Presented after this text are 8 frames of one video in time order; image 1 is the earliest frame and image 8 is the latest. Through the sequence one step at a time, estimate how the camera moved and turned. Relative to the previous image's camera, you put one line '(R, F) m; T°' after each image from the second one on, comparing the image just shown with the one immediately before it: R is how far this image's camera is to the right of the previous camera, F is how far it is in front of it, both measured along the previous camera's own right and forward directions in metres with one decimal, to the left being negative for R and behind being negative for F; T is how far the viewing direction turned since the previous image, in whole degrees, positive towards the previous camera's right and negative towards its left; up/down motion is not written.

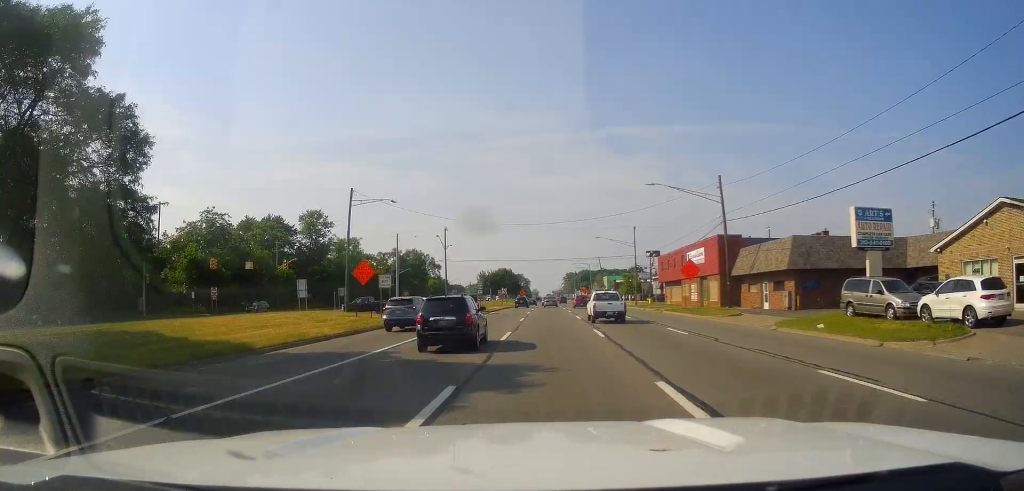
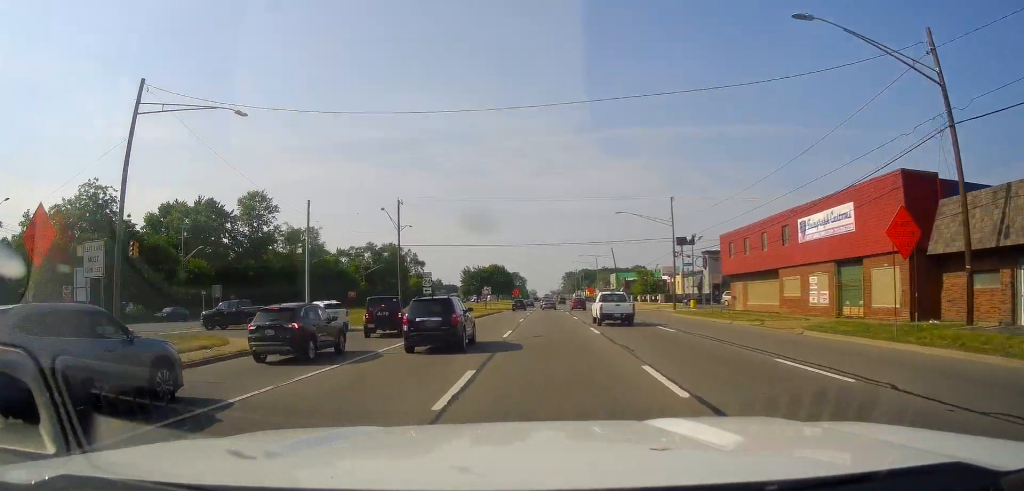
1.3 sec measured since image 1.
(+0.8, +28.2) m; +1°
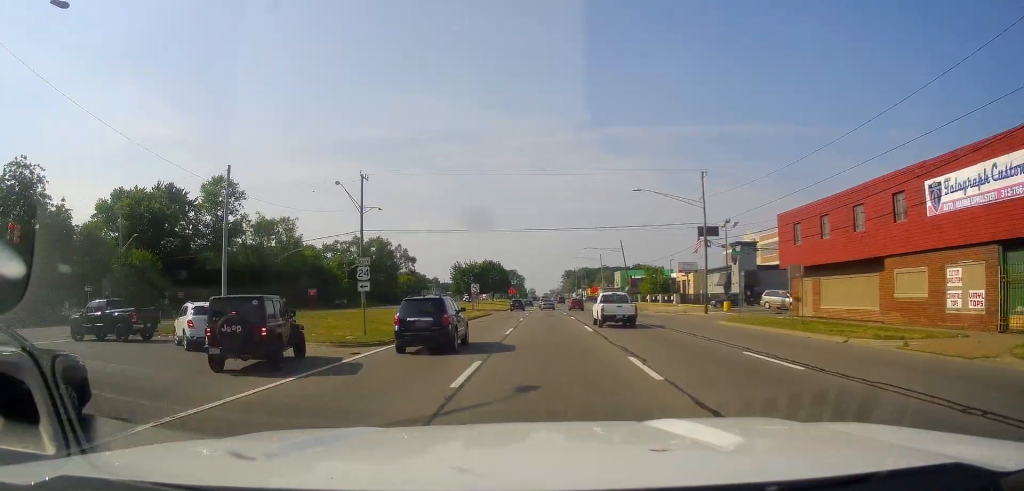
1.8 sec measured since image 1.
(+0.2, +12.8) m; -1°
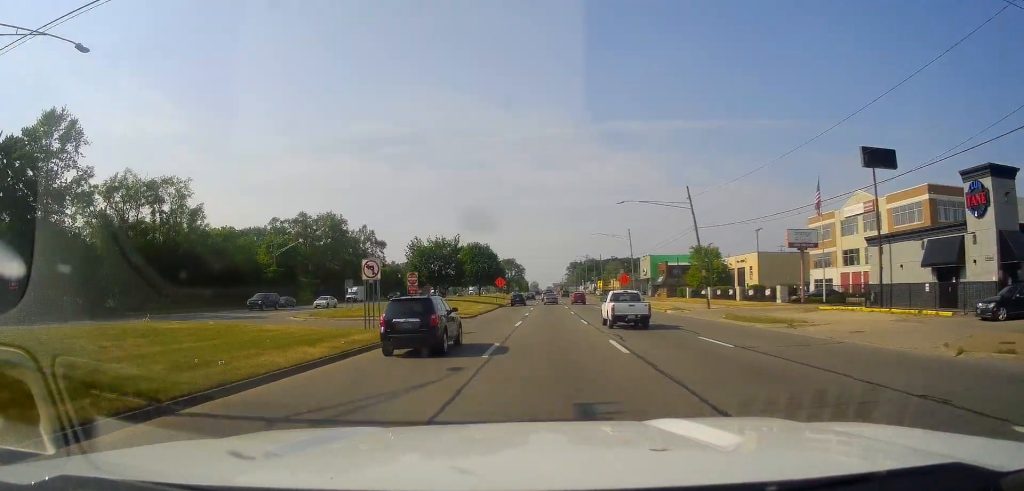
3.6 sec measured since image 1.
(-0.1, +40.6) m; +1°
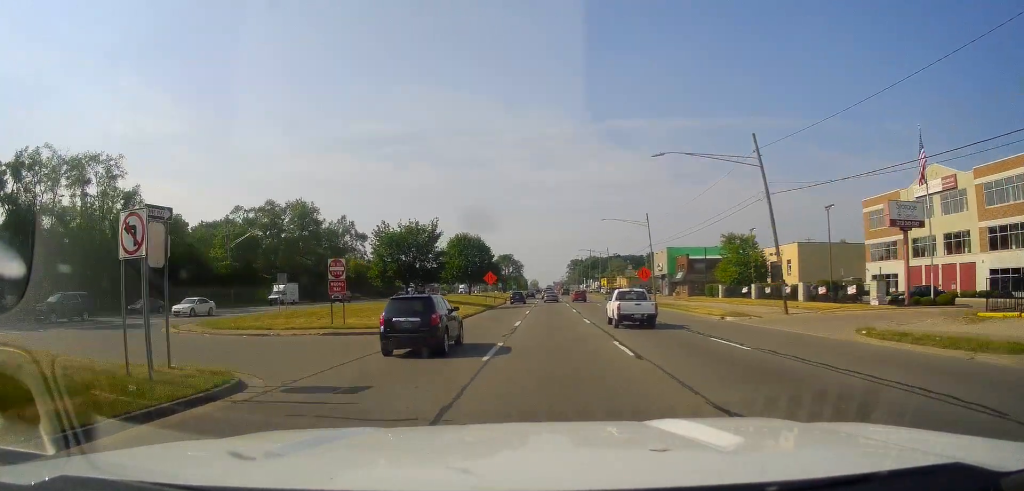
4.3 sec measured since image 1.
(-0.1, +16.2) m; 0°
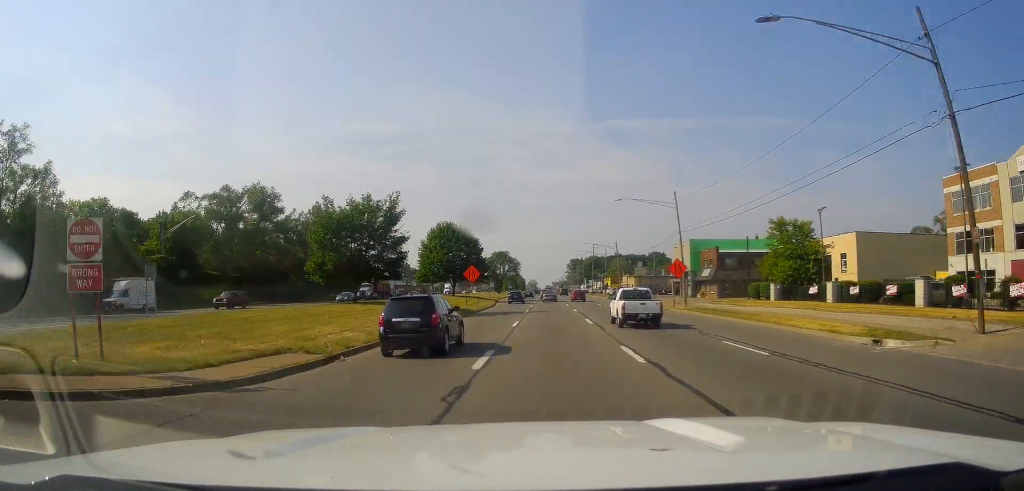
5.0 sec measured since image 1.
(-0.1, +17.0) m; 0°
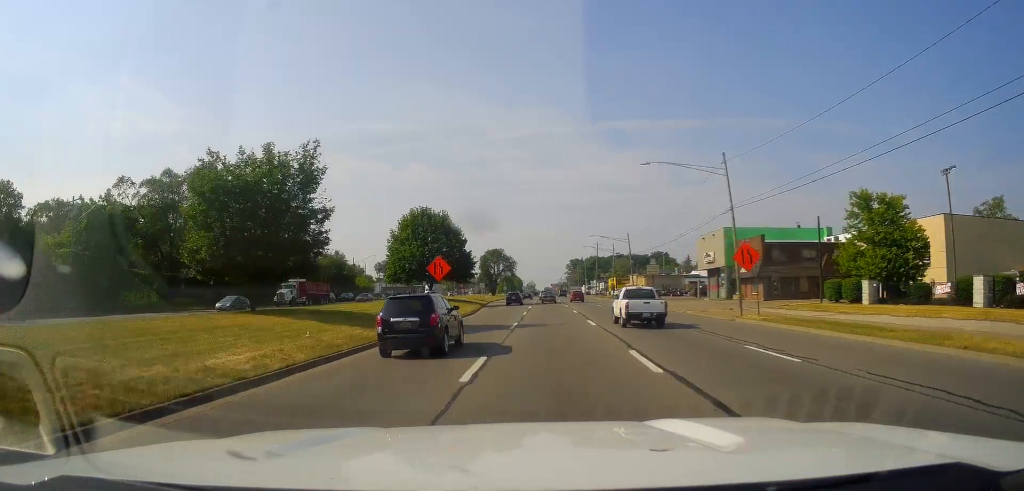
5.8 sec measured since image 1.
(+0.2, +17.1) m; +1°
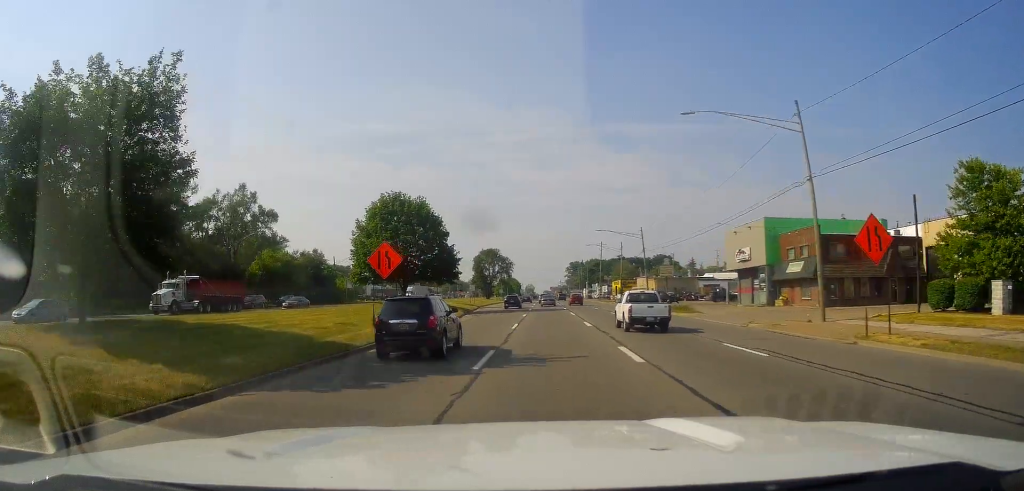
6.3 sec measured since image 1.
(0.0, +13.2) m; -1°
